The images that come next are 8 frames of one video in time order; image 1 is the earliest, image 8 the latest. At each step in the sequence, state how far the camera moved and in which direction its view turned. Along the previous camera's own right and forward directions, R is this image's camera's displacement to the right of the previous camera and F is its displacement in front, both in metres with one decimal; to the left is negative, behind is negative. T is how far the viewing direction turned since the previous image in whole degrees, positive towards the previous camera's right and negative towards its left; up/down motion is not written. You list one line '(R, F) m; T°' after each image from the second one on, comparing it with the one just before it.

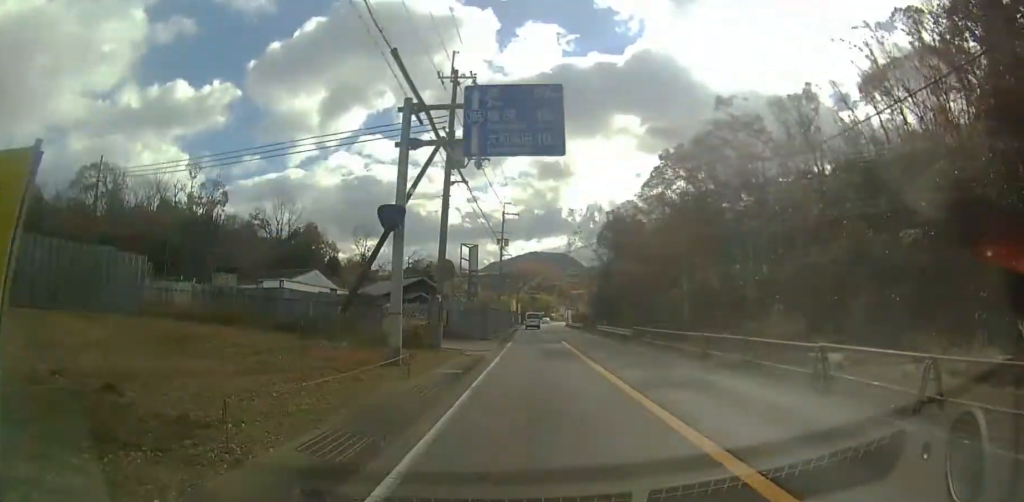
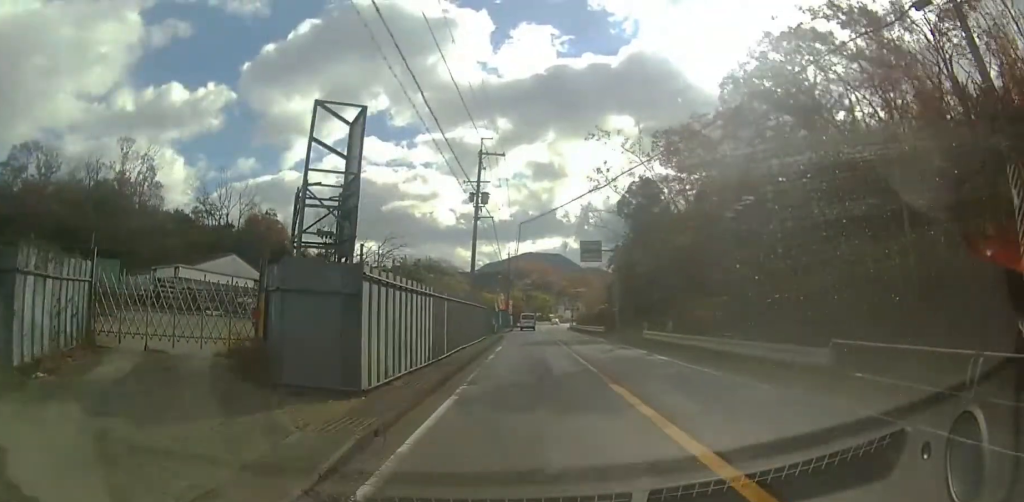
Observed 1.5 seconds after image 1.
(0.0, +20.3) m; 0°
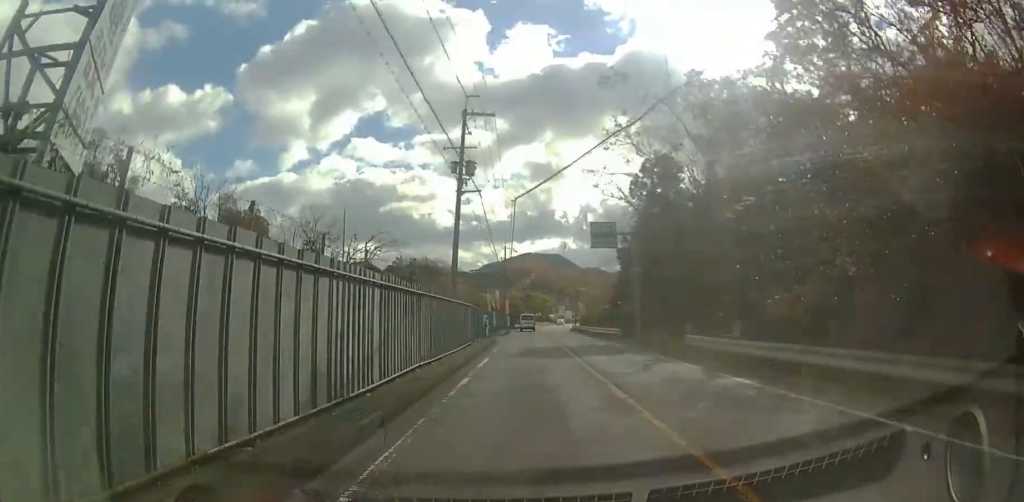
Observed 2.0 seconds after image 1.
(0.0, +6.9) m; 0°
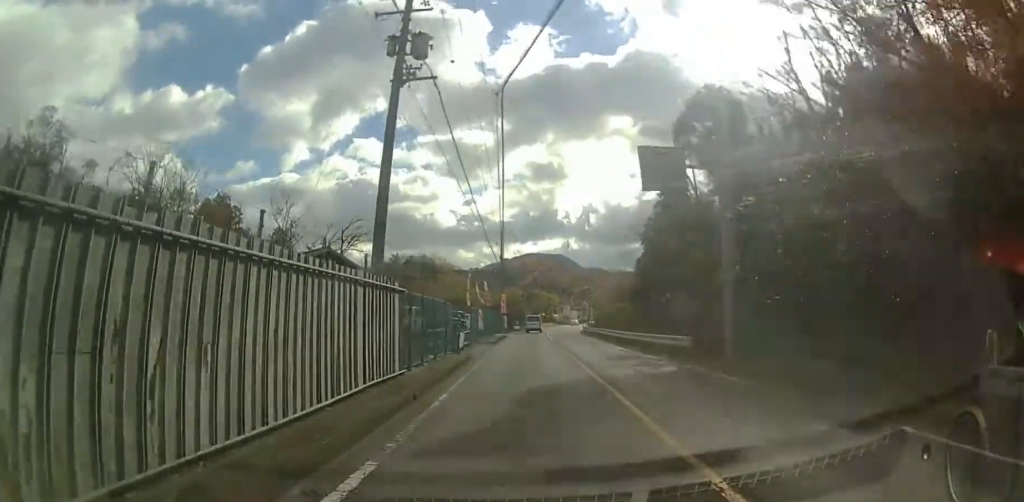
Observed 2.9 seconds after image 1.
(+0.1, +13.5) m; +1°
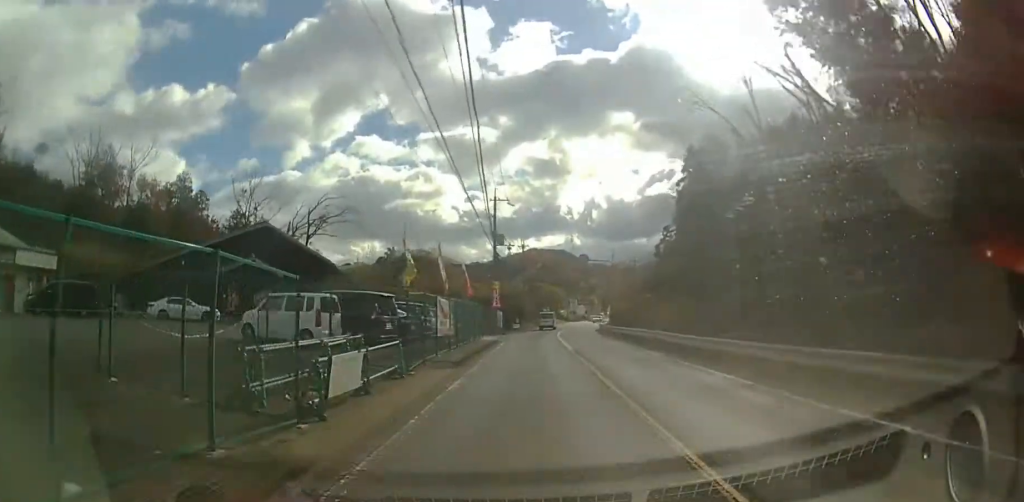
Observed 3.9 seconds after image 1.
(0.0, +14.2) m; 0°
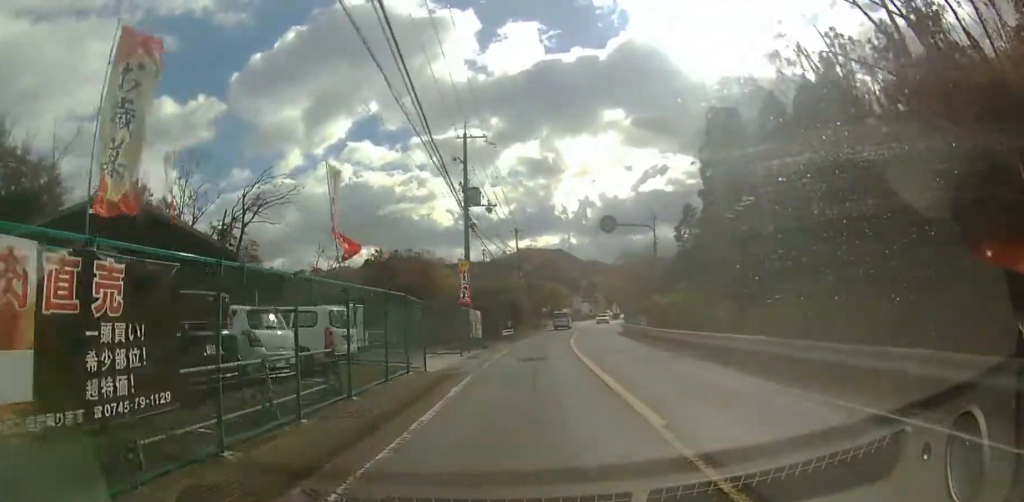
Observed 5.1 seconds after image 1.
(0.0, +16.6) m; -1°
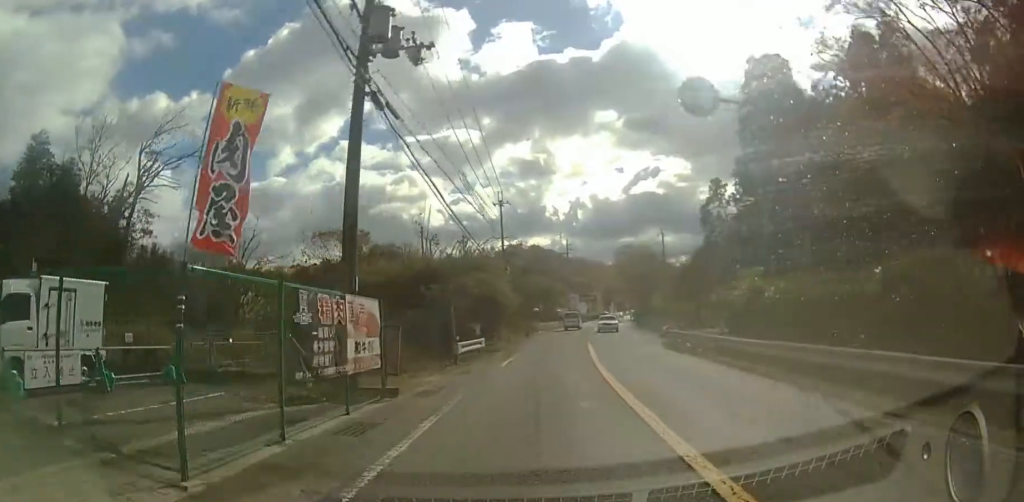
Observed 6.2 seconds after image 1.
(-0.1, +16.5) m; 0°
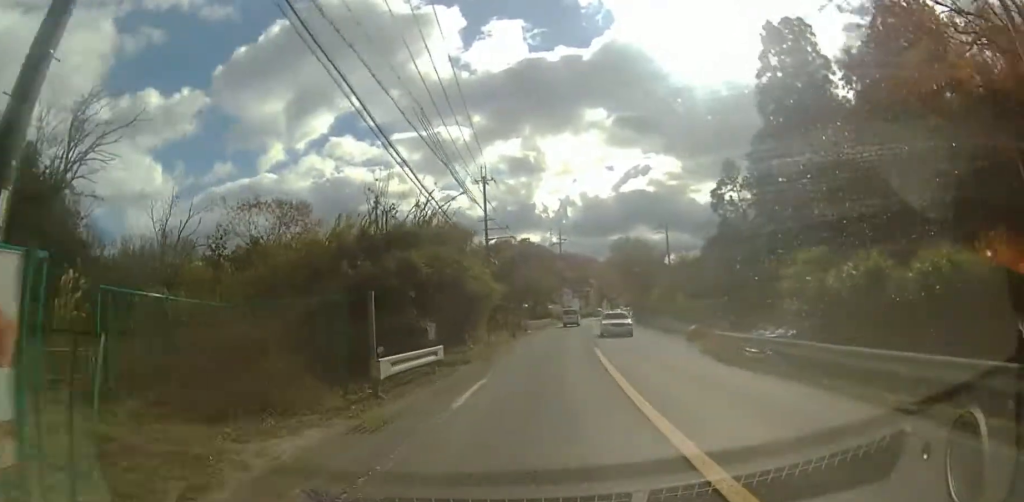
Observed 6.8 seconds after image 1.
(0.0, +7.7) m; 0°
